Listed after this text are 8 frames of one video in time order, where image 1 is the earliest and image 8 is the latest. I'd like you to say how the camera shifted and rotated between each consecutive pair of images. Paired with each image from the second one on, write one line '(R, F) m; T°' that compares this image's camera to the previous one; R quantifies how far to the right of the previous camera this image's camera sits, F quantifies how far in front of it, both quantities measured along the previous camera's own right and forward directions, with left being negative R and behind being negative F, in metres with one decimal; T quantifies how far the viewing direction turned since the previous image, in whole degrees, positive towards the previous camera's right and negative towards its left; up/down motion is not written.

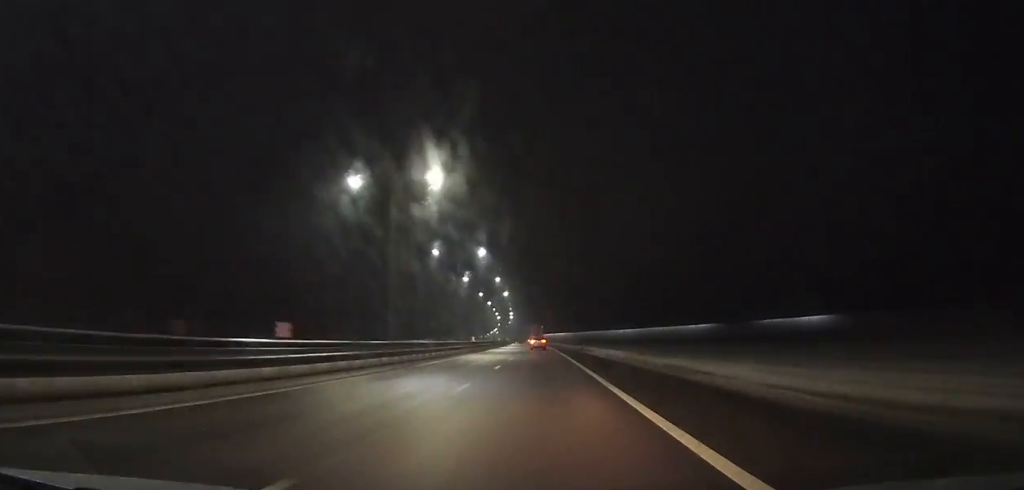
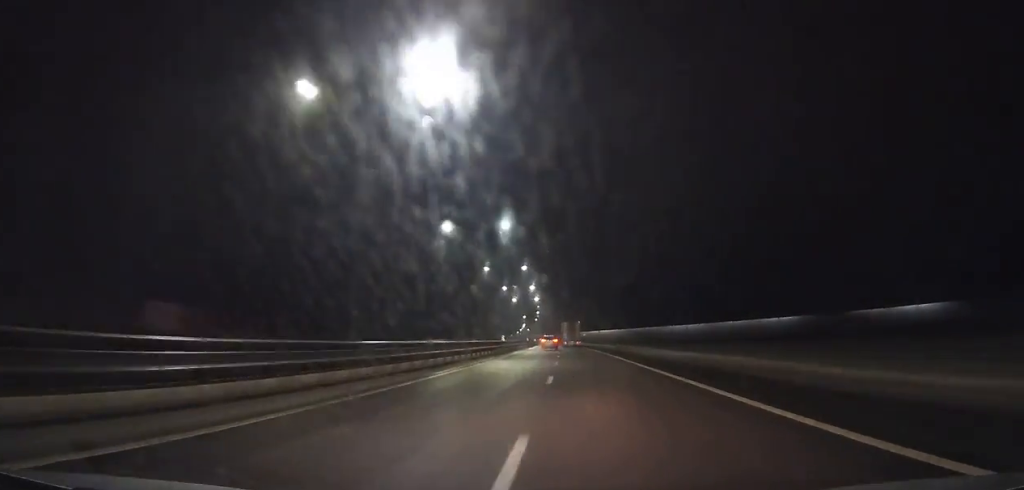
(-1.8, +104.1) m; -2°
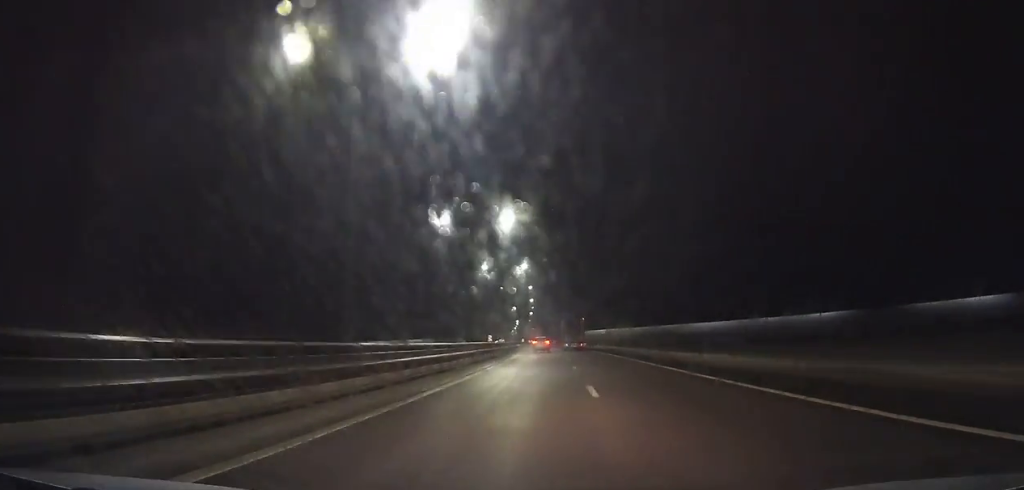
(-0.2, +62.0) m; 0°
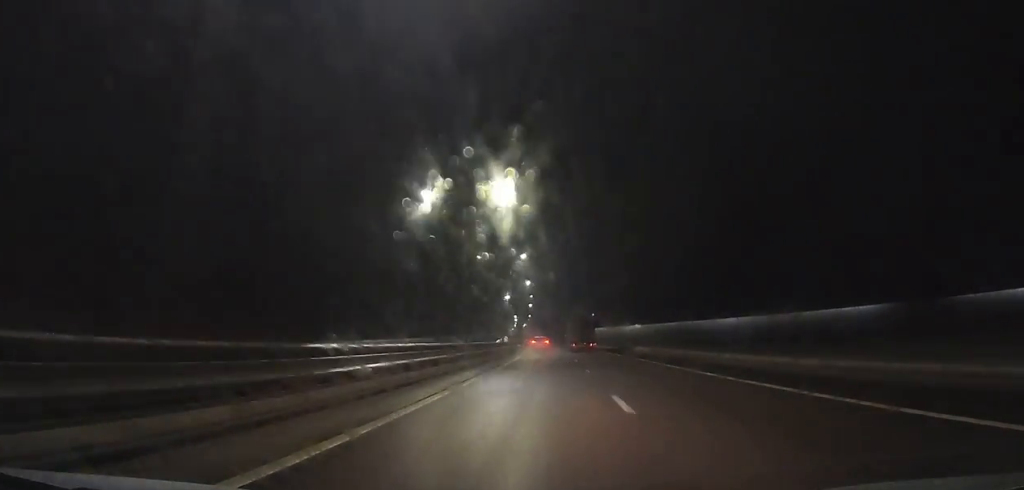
(+0.1, +39.4) m; 0°
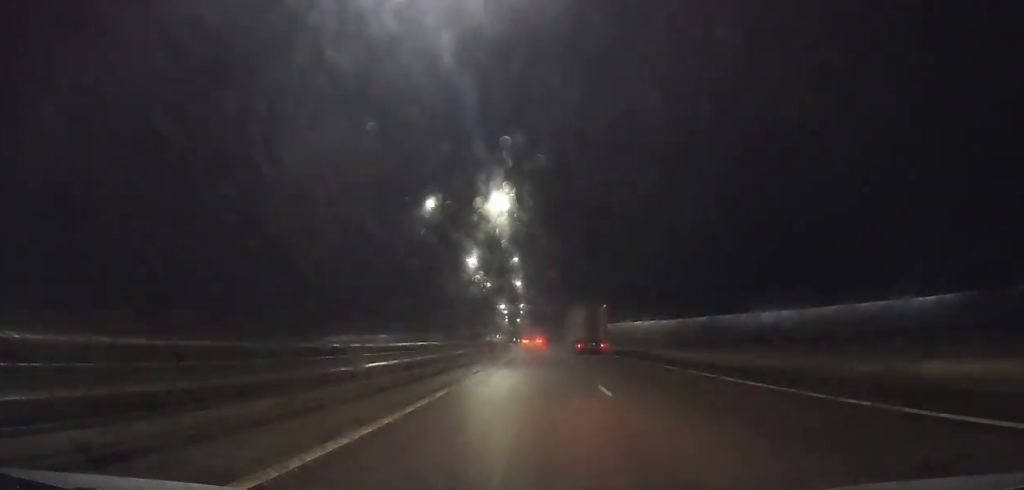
(-0.2, +56.0) m; -1°
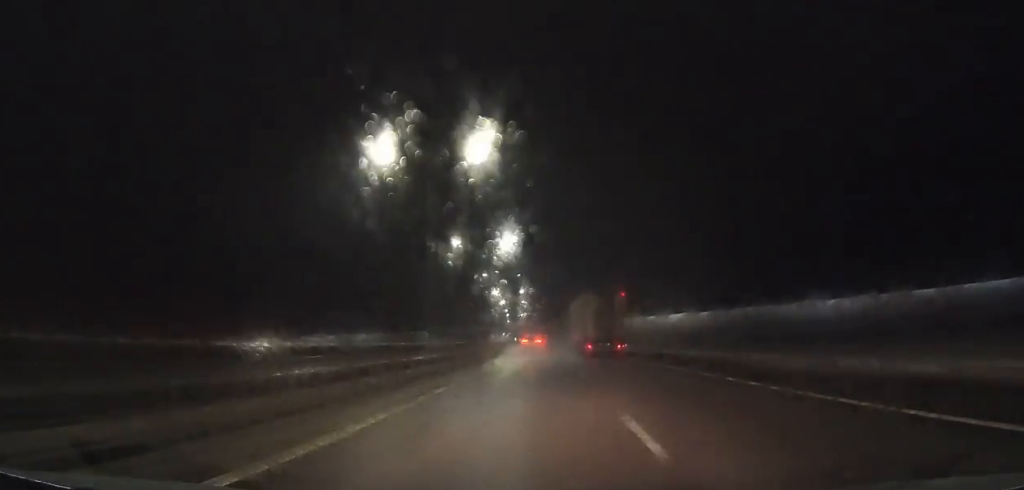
(0.0, +41.9) m; -1°
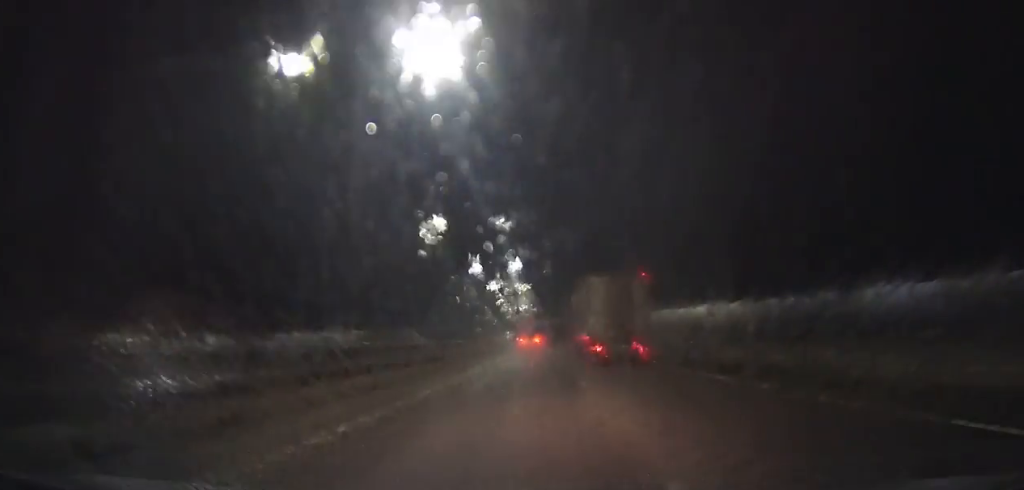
(-0.5, +38.9) m; -1°
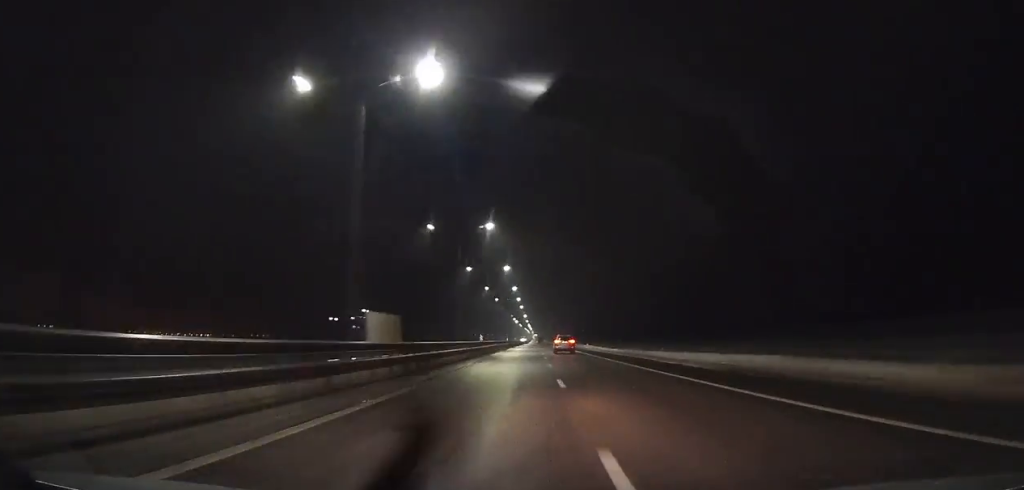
(-9.0, +272.5) m; -3°
